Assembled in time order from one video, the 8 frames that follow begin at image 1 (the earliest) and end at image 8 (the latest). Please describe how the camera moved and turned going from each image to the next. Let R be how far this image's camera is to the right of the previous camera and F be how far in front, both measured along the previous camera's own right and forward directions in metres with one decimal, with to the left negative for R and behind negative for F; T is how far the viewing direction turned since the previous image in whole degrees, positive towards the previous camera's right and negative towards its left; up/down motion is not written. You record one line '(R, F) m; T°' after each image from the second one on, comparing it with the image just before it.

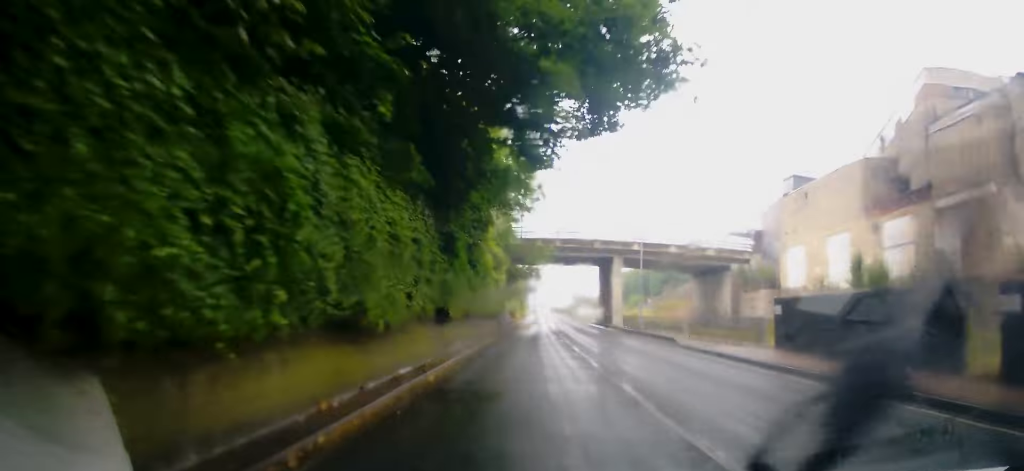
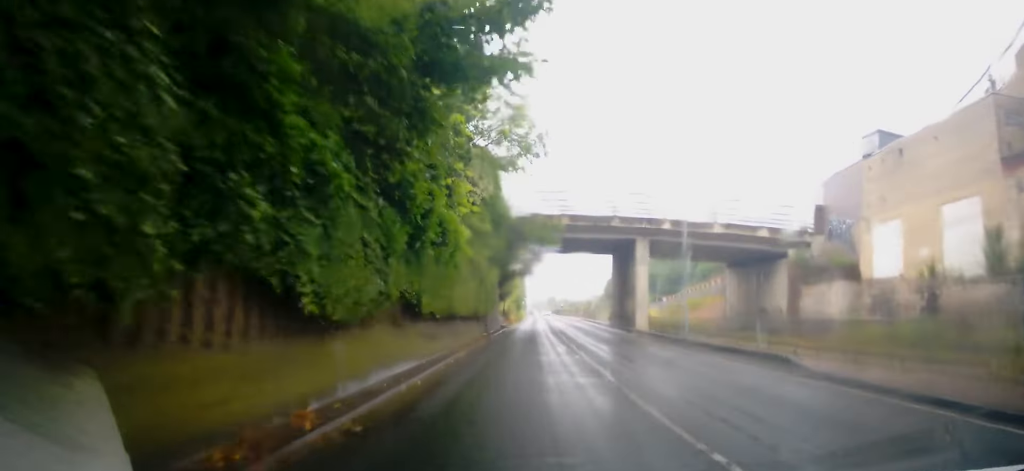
(-0.2, +10.8) m; 0°
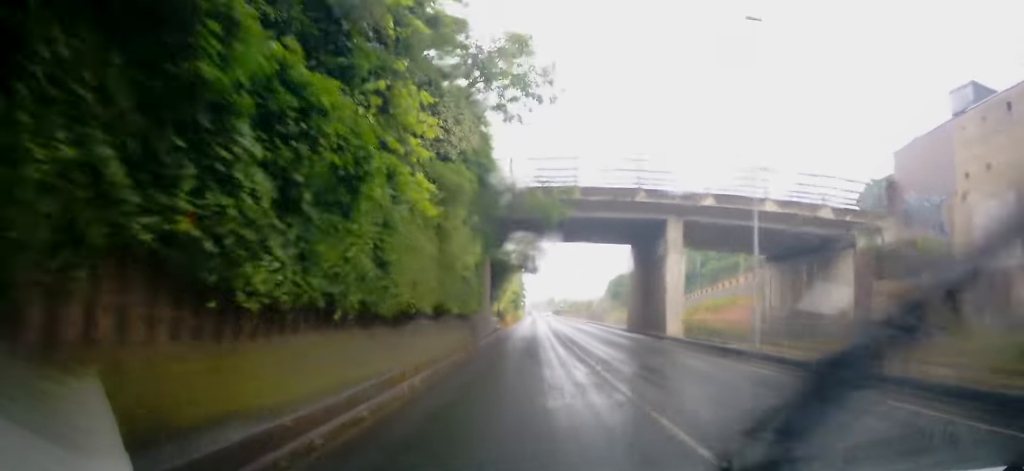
(-0.1, +8.0) m; +1°
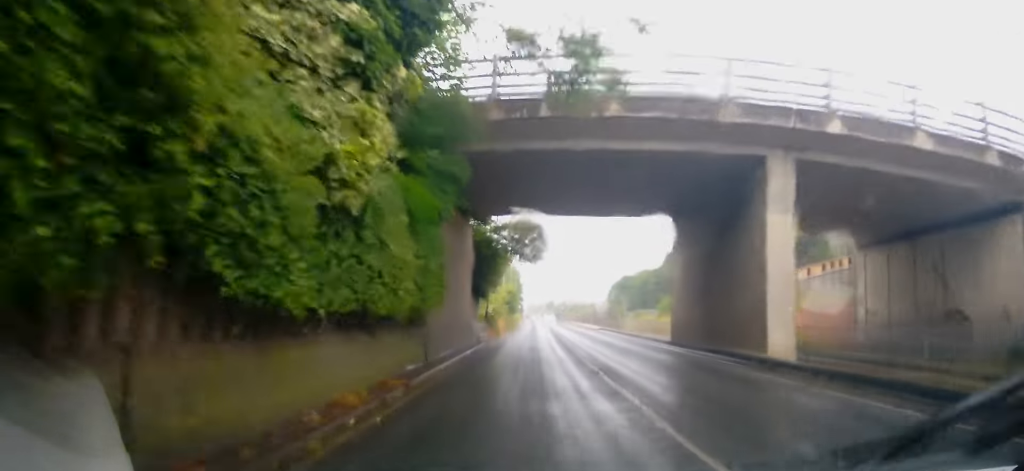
(+0.4, +12.0) m; +2°
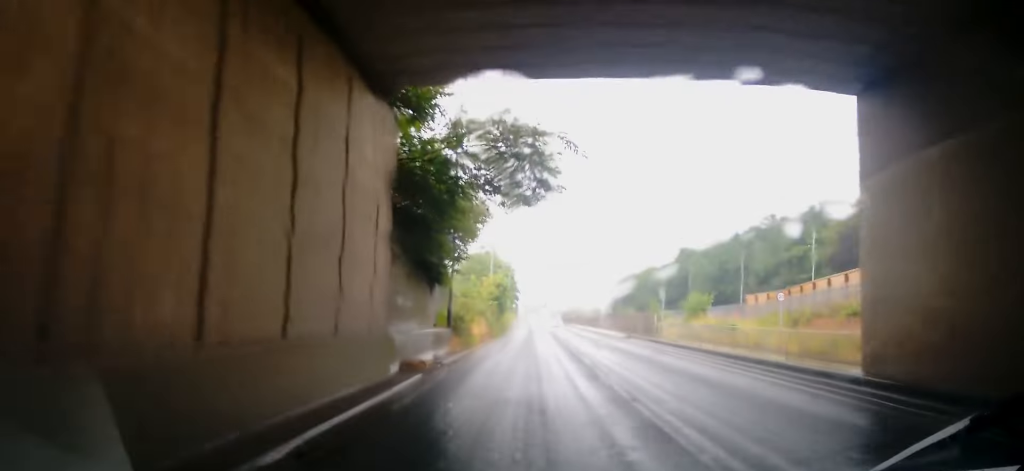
(+0.1, +16.2) m; 0°
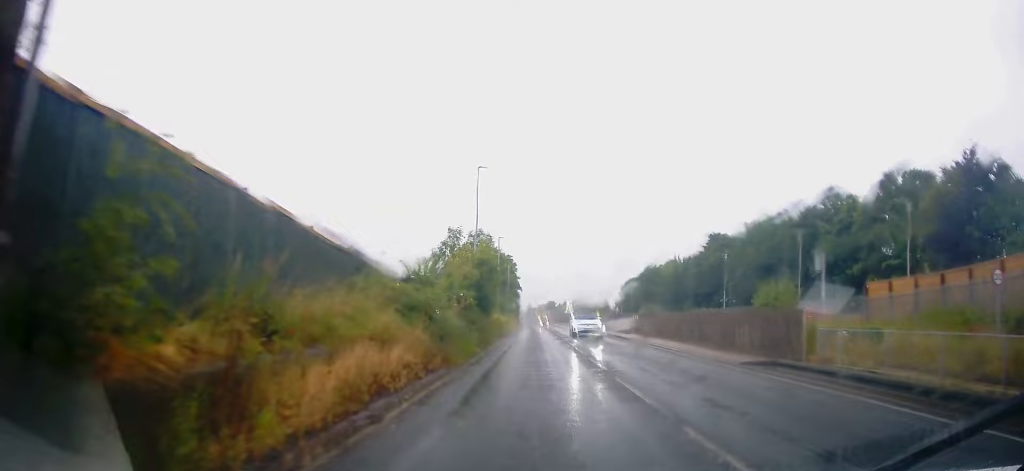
(-0.2, +20.0) m; -3°
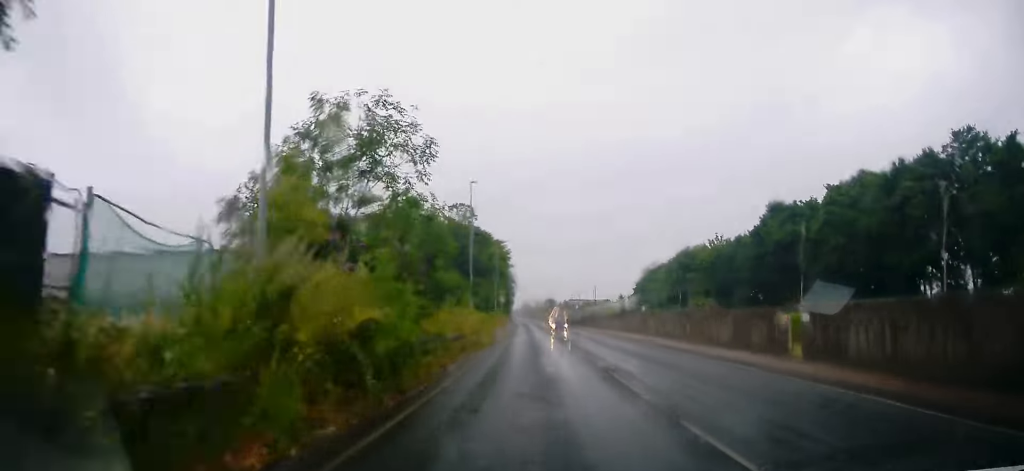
(-0.1, +29.6) m; +1°
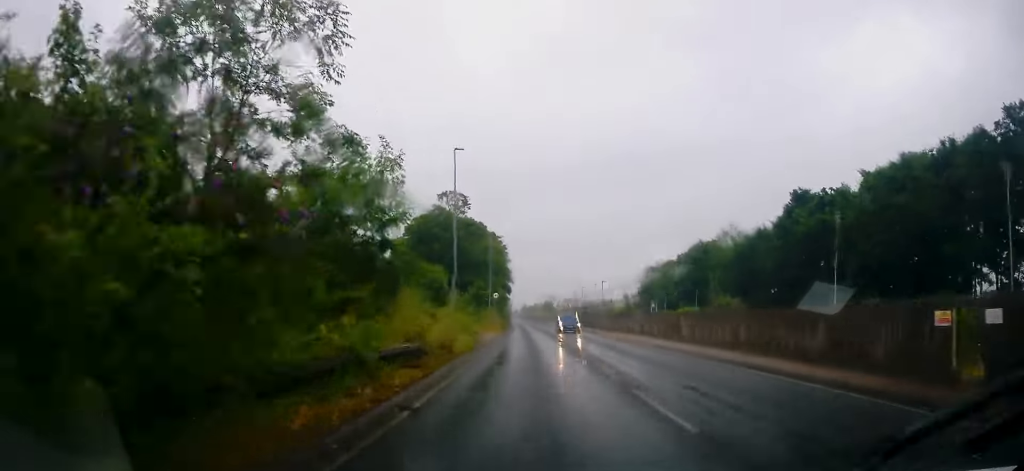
(0.0, +8.5) m; 0°
